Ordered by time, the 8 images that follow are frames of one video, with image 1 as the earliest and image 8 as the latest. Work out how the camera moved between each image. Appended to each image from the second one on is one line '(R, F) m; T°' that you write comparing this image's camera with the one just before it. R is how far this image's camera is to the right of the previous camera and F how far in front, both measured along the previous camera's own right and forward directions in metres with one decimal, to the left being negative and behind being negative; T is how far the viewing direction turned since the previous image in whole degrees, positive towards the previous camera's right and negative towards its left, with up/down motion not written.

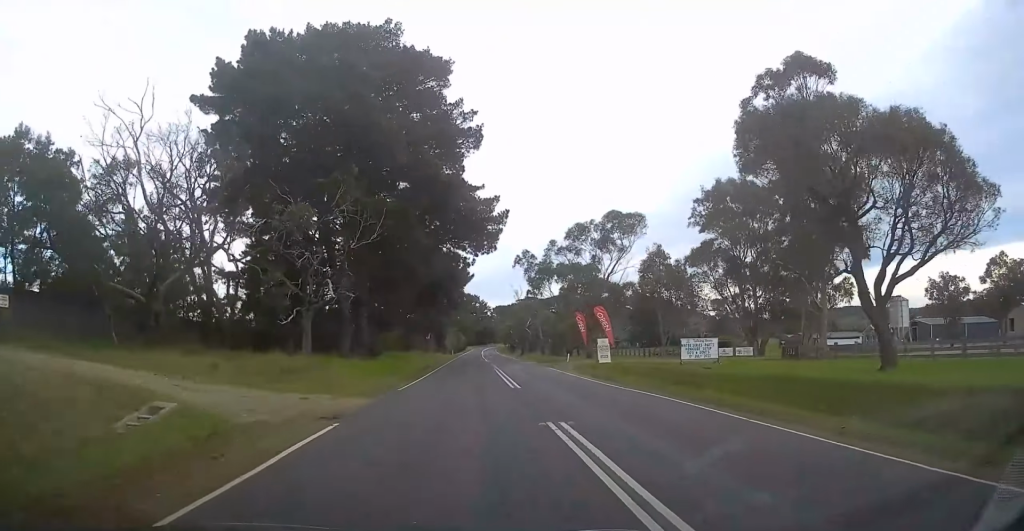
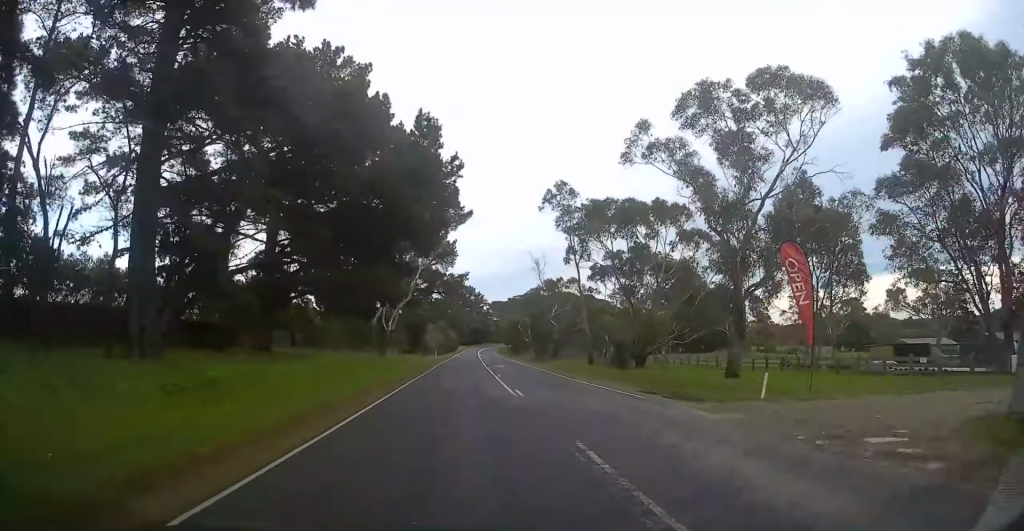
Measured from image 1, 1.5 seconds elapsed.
(+0.6, +40.3) m; +1°
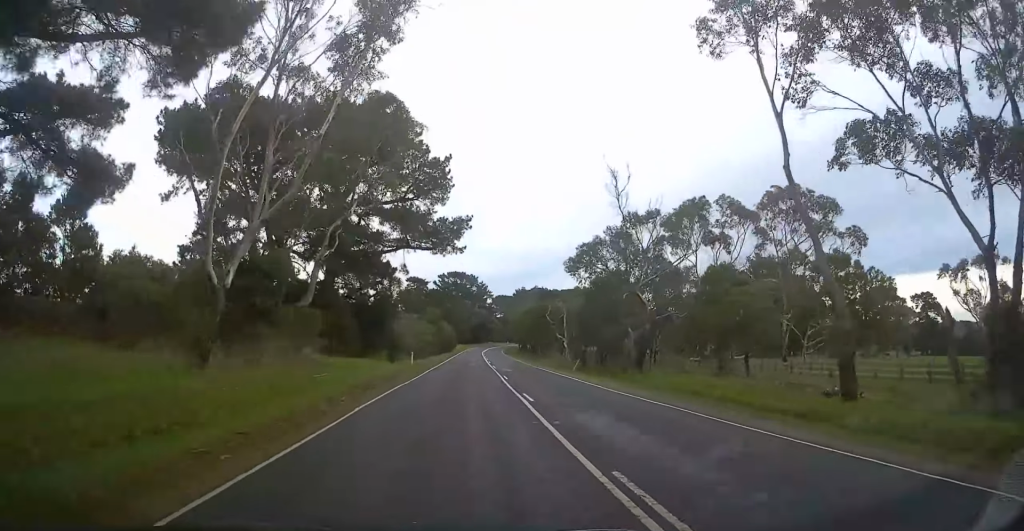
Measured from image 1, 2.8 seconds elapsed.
(-0.2, +36.1) m; 0°
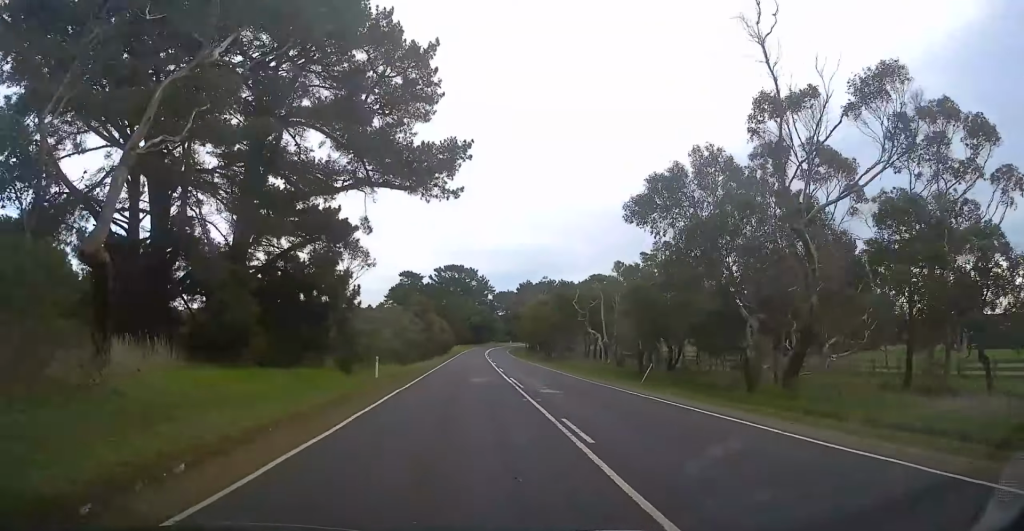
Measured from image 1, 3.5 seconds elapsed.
(0.0, +18.8) m; 0°
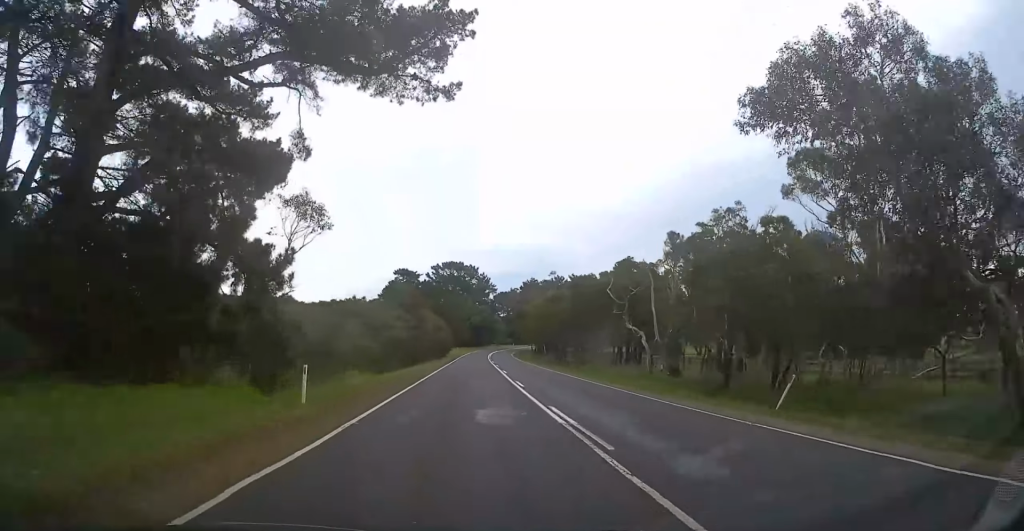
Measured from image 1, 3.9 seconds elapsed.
(+0.1, +13.1) m; 0°
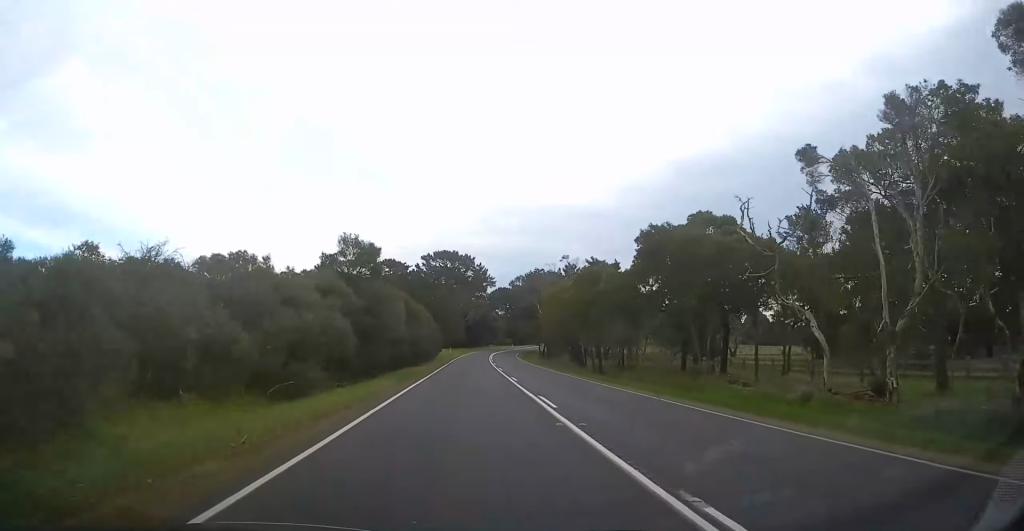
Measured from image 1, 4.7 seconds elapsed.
(+0.1, +20.2) m; 0°
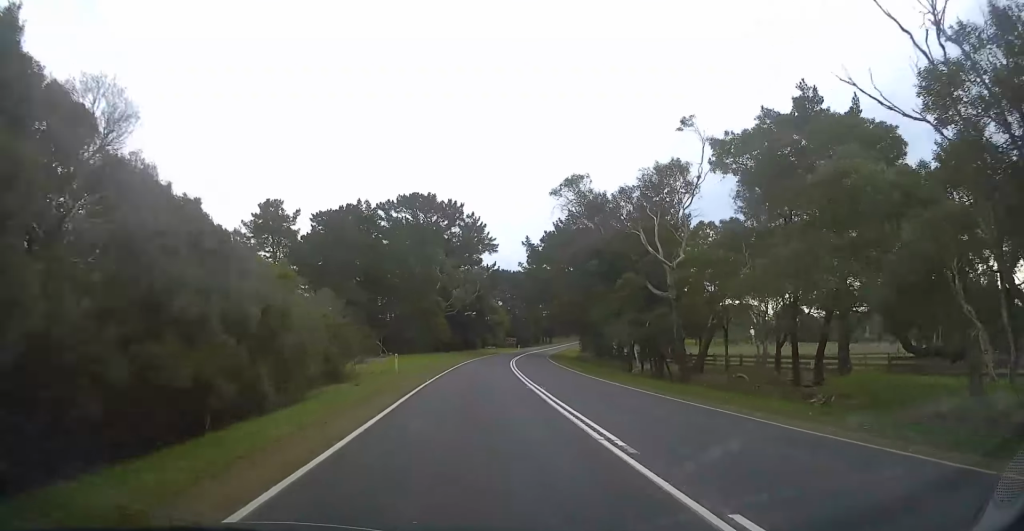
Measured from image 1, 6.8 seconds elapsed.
(+0.6, +59.2) m; +2°
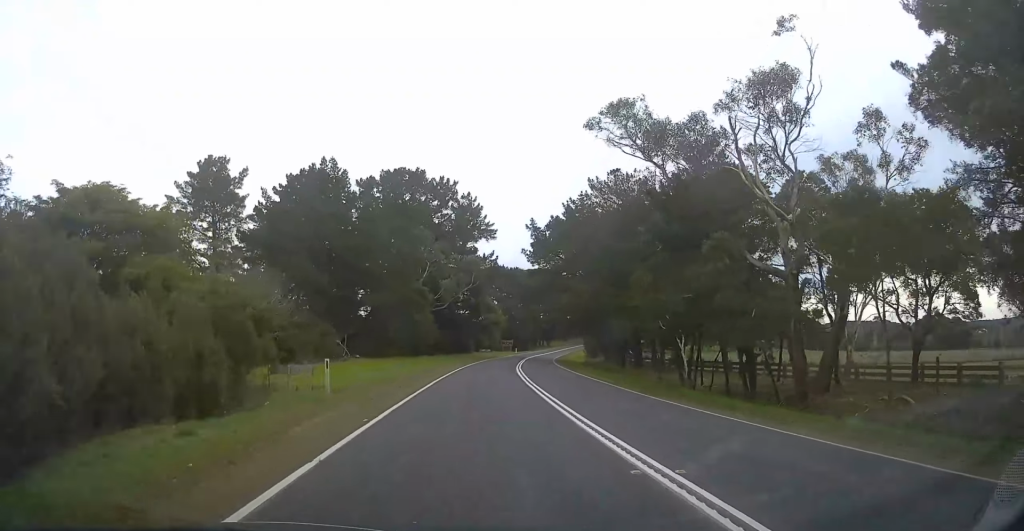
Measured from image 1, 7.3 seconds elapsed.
(0.0, +14.6) m; +1°
